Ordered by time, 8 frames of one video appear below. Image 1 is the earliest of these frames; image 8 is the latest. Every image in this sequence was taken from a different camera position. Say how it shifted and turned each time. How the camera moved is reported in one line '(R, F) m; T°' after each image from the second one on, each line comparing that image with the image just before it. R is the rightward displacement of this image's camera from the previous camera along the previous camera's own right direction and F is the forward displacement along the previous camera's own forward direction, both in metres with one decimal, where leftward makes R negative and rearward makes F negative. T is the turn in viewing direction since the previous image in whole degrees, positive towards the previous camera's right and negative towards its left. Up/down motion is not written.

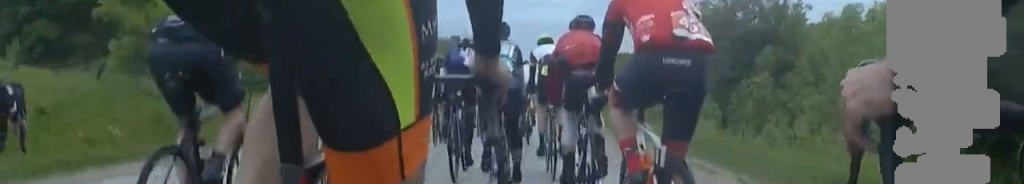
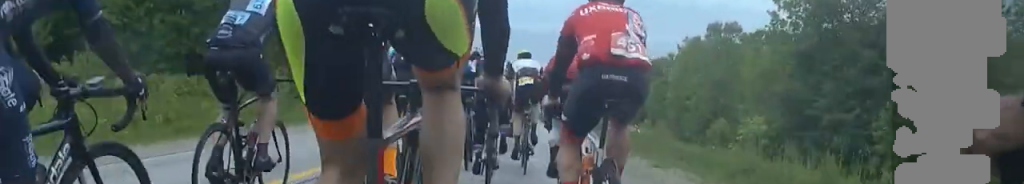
(0.0, +21.7) m; 0°
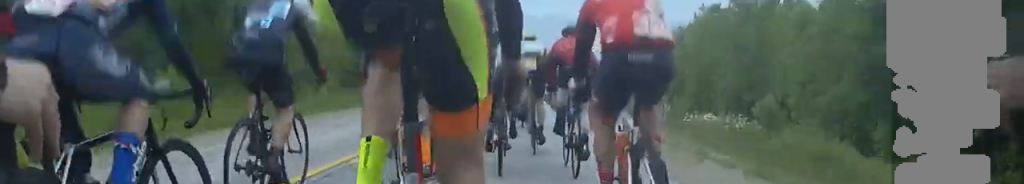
(0.0, +9.3) m; 0°
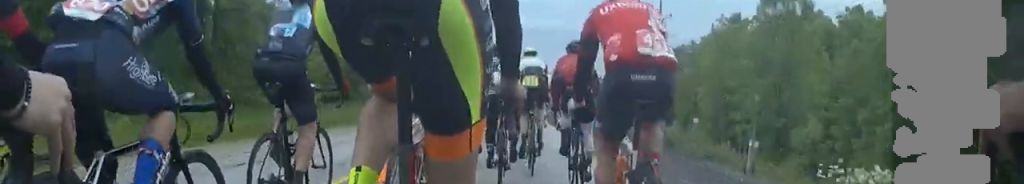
(0.0, +5.7) m; 0°
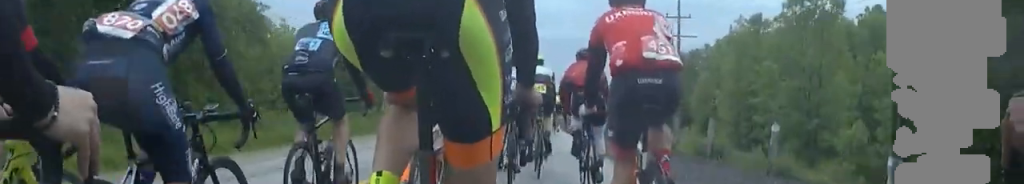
(0.0, +3.8) m; 0°
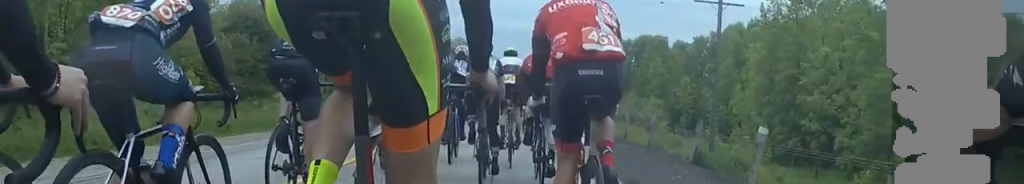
(0.0, +14.5) m; 0°
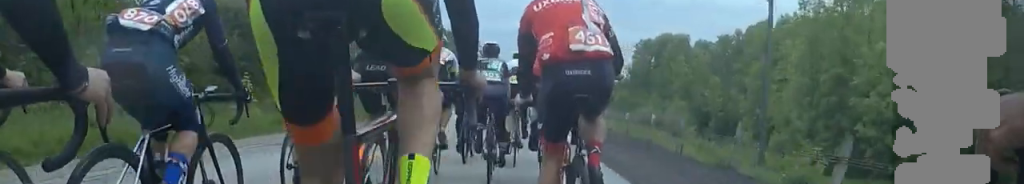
(0.0, +5.4) m; 0°
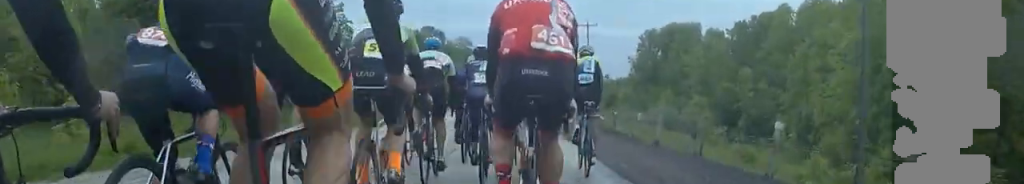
(0.0, +8.9) m; 0°
